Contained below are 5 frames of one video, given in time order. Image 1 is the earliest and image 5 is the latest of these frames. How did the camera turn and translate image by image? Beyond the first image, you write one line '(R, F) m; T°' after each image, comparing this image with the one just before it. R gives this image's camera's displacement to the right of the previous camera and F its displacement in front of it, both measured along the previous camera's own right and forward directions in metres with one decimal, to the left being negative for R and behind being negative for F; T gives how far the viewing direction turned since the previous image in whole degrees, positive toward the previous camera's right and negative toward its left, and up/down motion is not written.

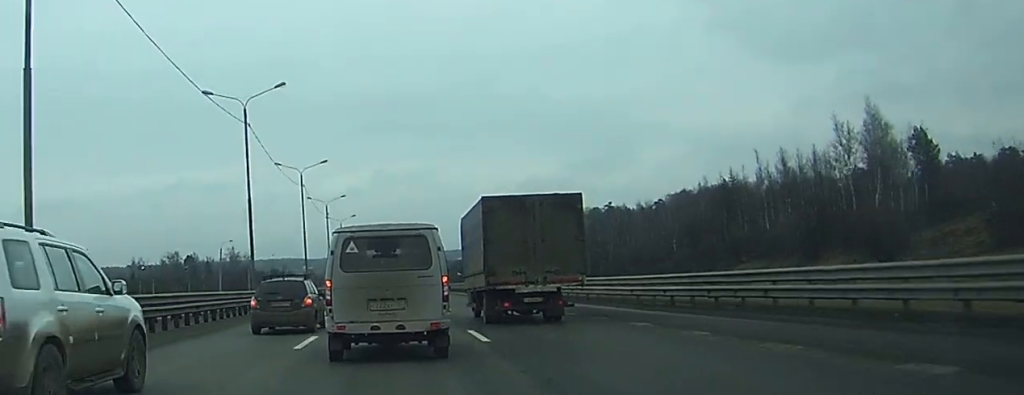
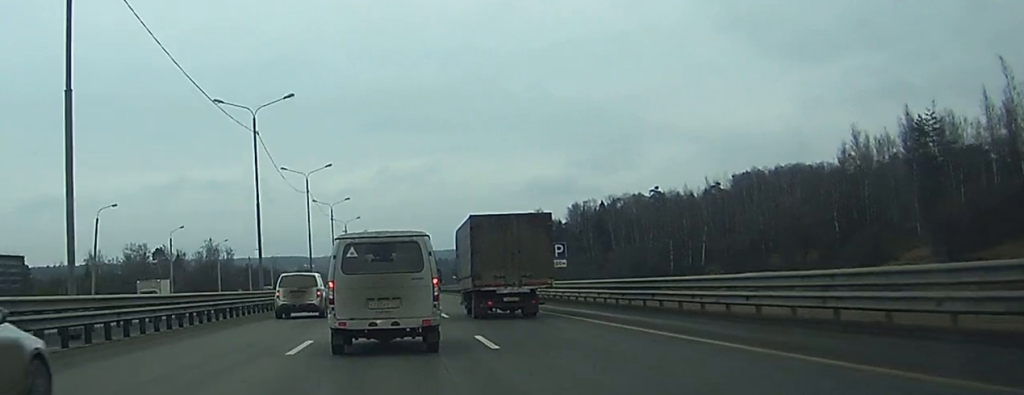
(-0.3, +66.2) m; -1°
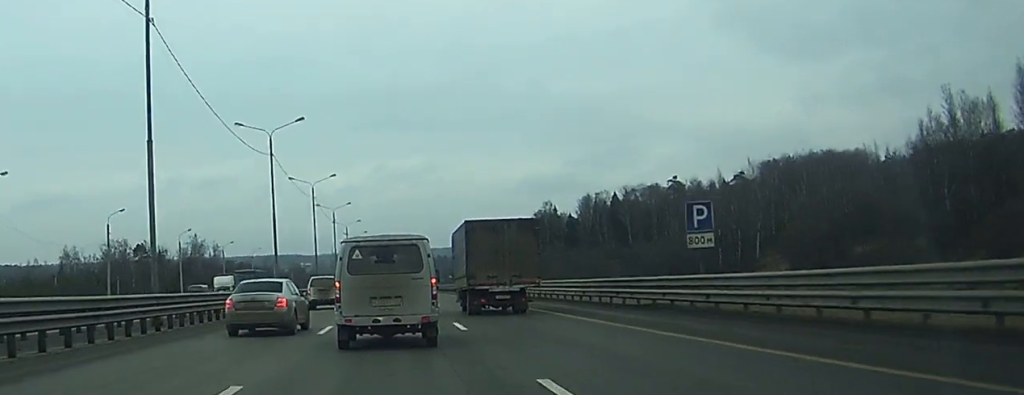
(+0.1, +25.3) m; 0°
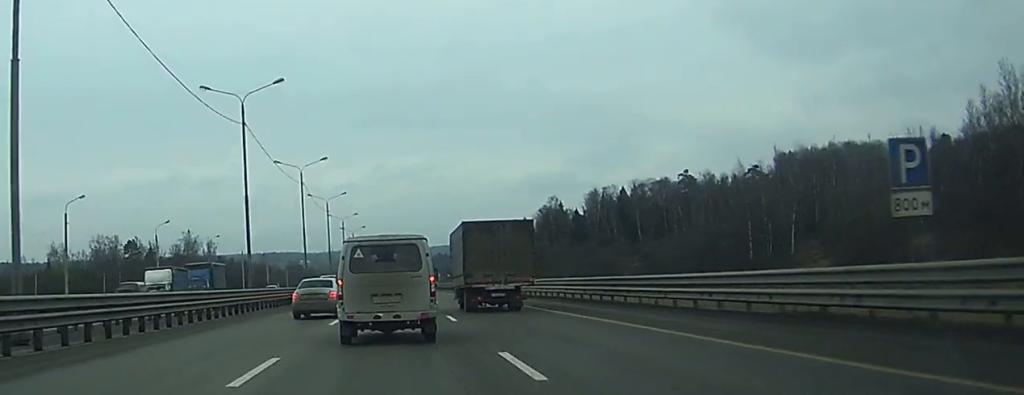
(+0.1, +12.3) m; 0°
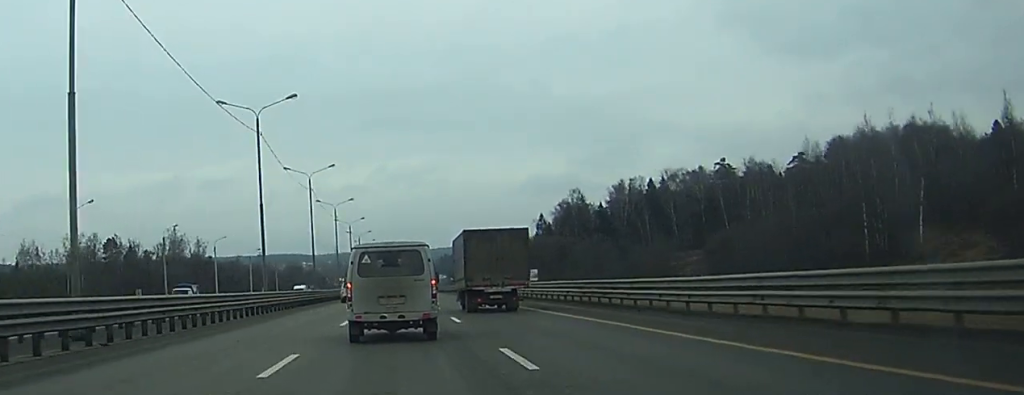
(-0.1, +30.8) m; 0°
